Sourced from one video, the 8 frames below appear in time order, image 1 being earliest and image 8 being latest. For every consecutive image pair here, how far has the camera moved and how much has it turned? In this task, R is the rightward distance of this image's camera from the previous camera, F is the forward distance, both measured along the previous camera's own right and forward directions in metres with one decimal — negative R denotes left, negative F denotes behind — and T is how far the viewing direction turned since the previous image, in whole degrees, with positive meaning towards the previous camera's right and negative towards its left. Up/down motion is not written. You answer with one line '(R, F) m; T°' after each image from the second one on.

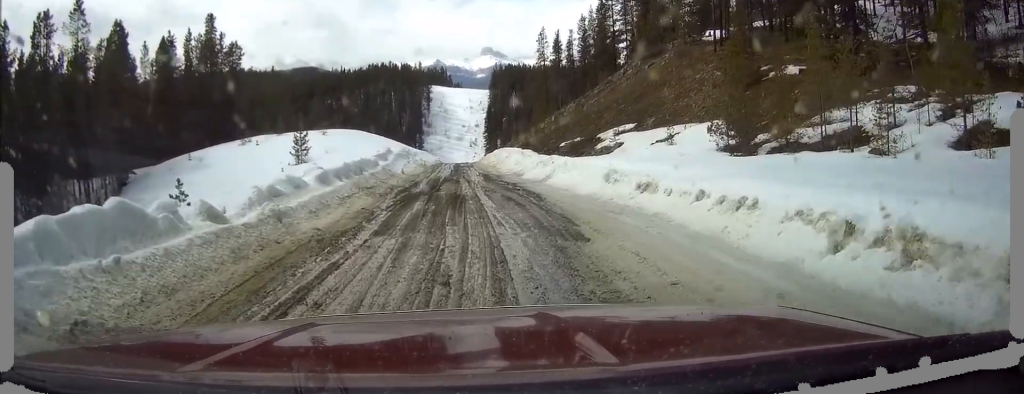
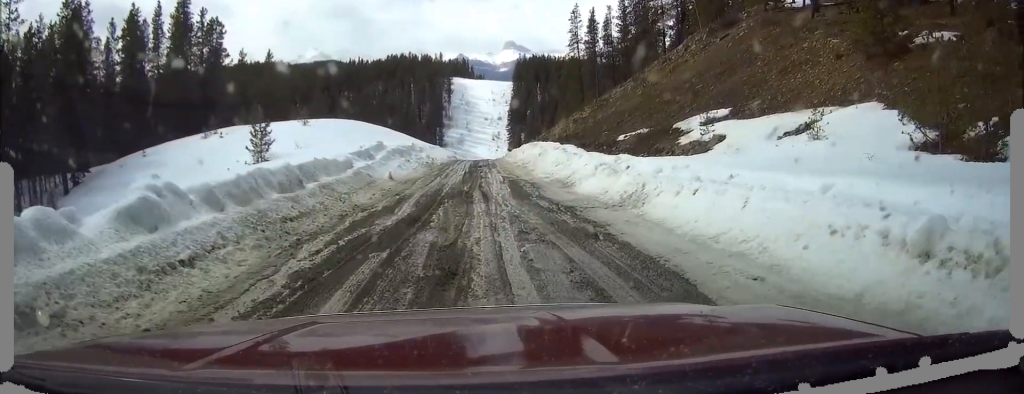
(0.0, +12.3) m; 0°
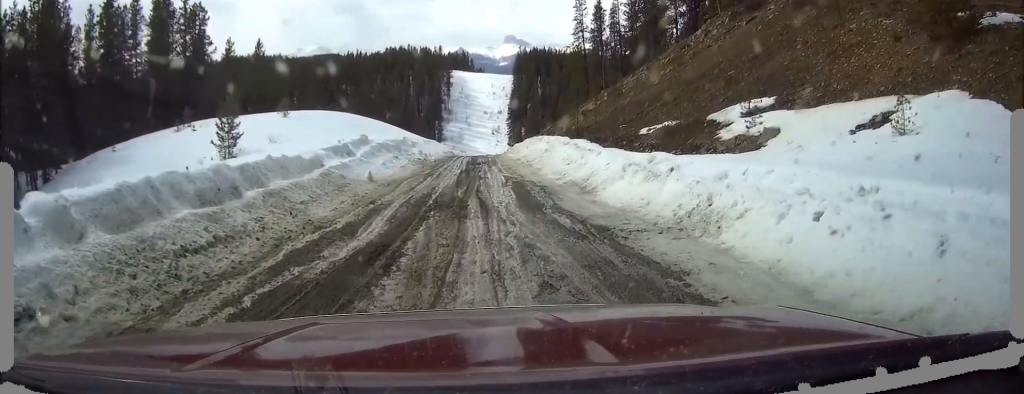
(0.0, +4.6) m; 0°
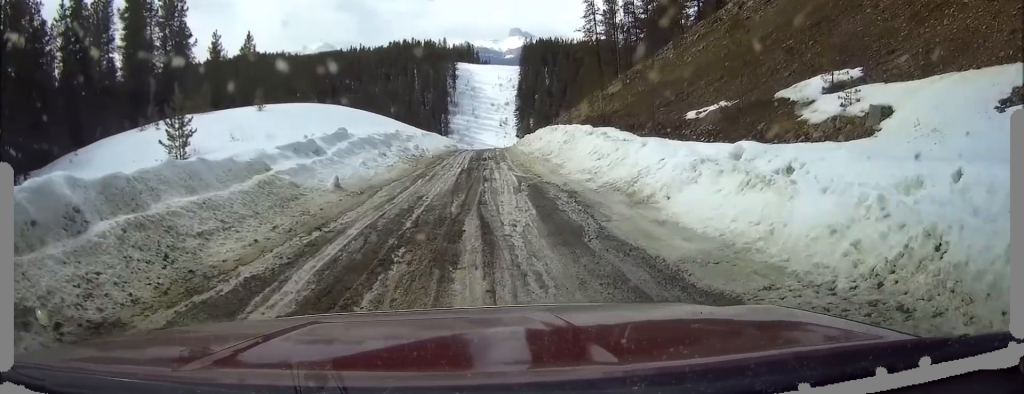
(0.0, +6.0) m; -2°
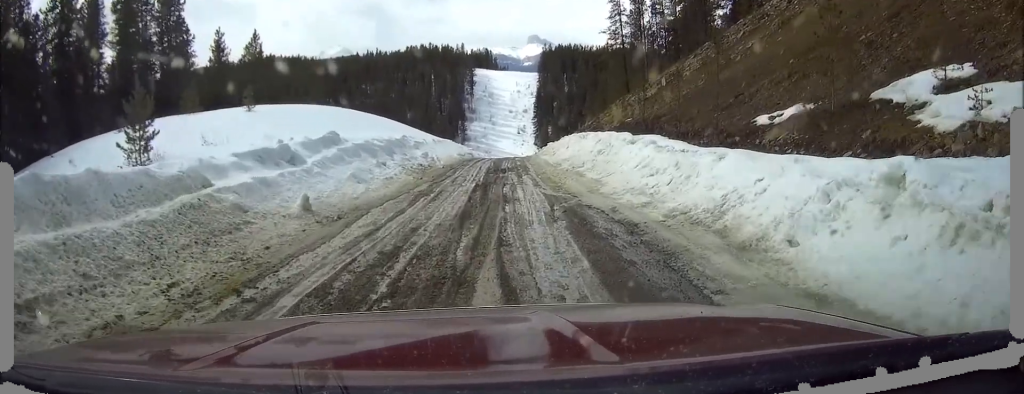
(-0.2, +4.6) m; -1°
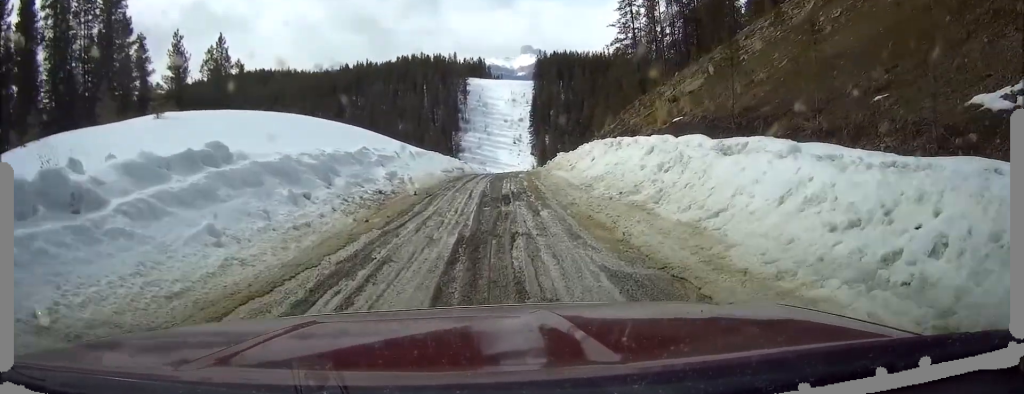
(+0.3, +9.3) m; +4°
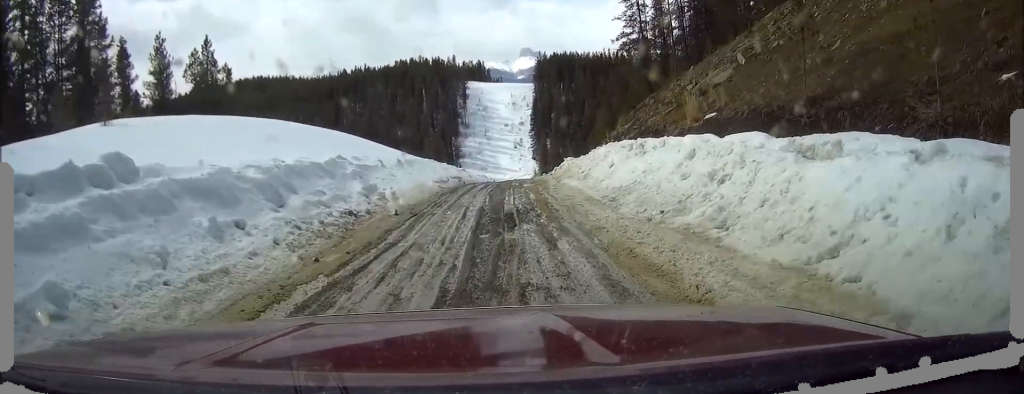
(+0.1, +3.5) m; +1°
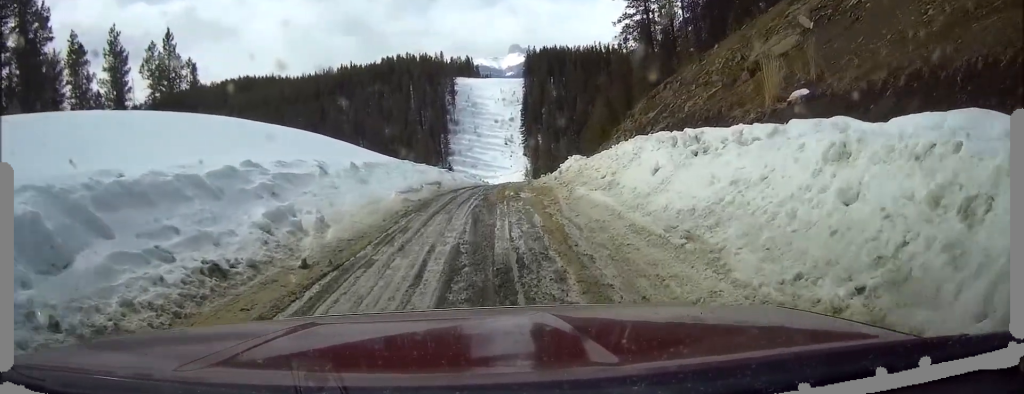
(0.0, +5.9) m; -1°
